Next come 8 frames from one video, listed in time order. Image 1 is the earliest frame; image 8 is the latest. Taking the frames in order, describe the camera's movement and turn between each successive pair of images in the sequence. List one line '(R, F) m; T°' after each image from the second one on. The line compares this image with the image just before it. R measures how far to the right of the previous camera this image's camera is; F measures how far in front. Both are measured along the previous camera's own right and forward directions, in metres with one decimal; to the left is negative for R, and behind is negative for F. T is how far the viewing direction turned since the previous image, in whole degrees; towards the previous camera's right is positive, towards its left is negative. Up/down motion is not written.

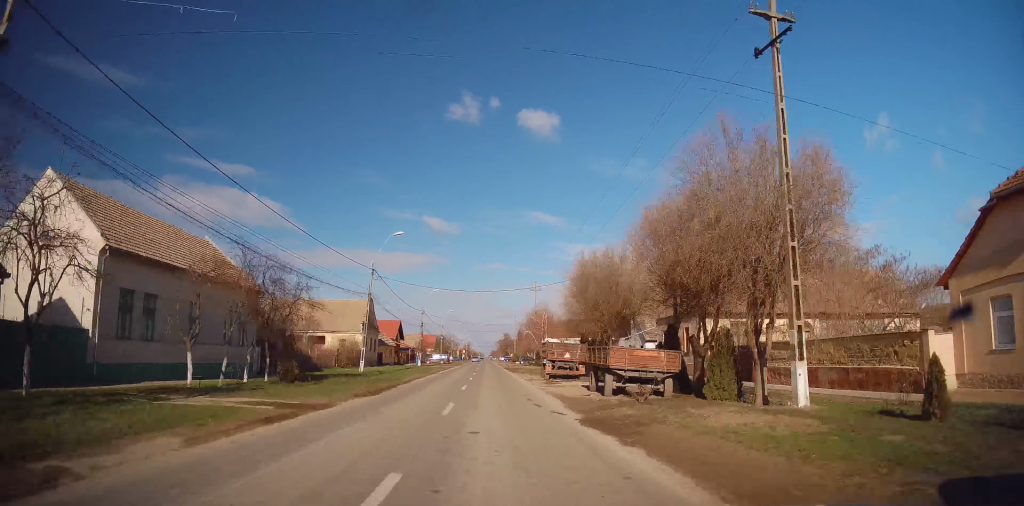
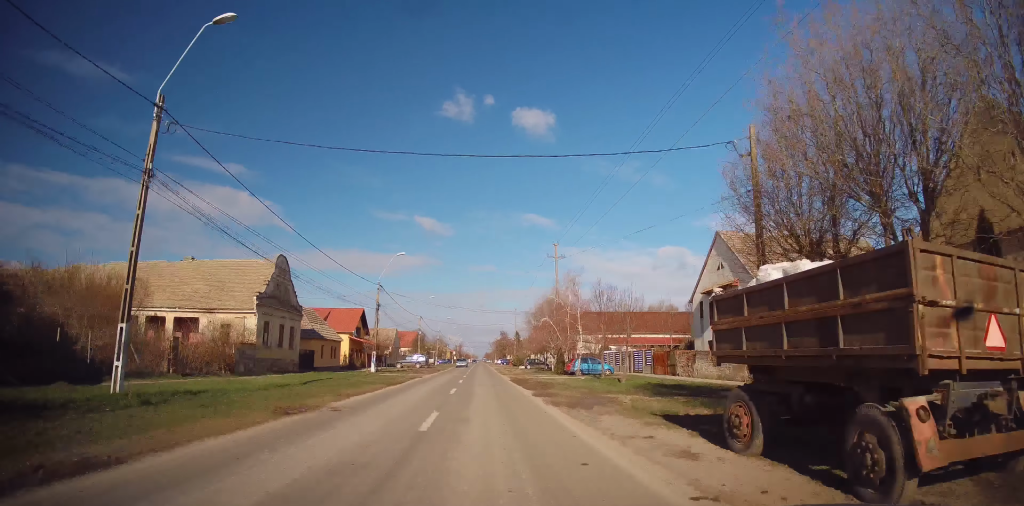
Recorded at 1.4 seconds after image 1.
(+0.3, +28.6) m; +1°
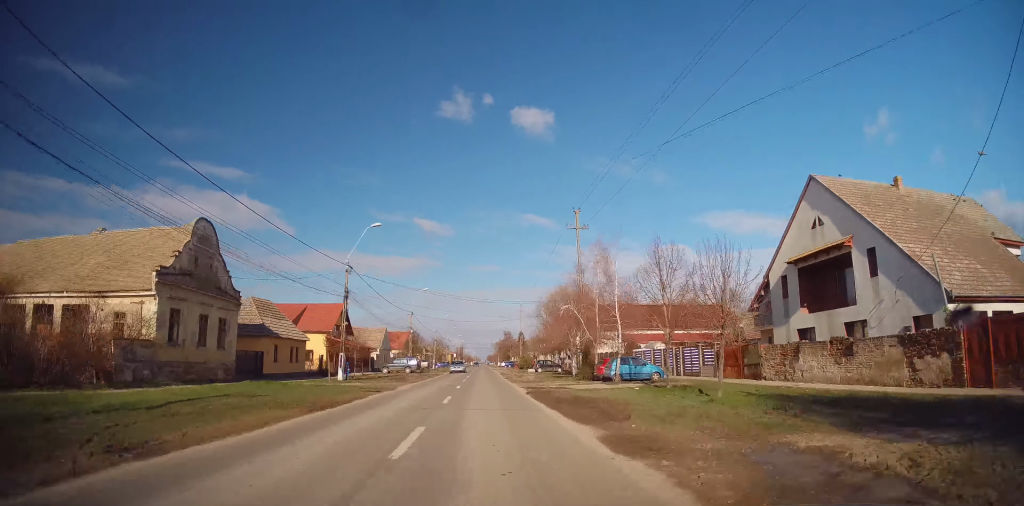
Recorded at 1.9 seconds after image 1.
(0.0, +11.8) m; 0°
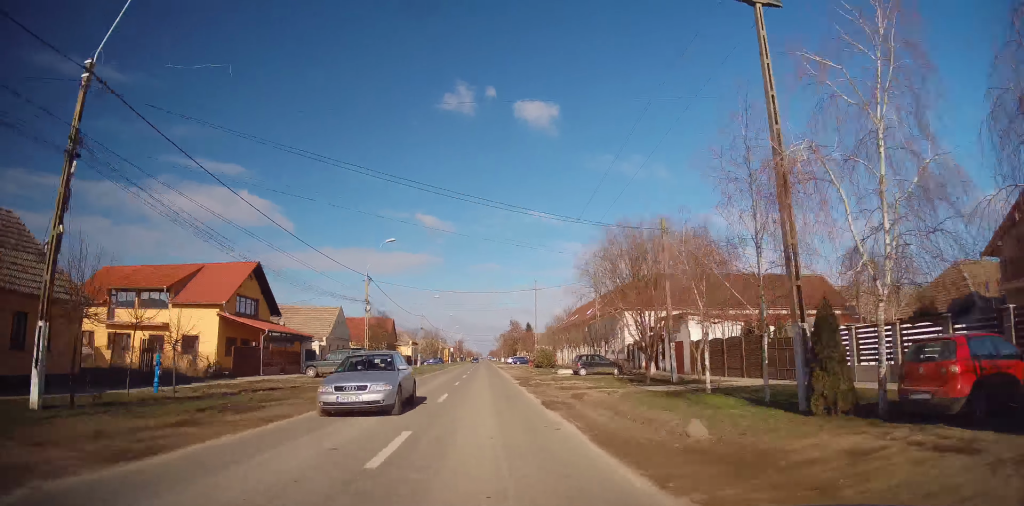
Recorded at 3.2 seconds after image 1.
(-0.1, +27.1) m; -1°
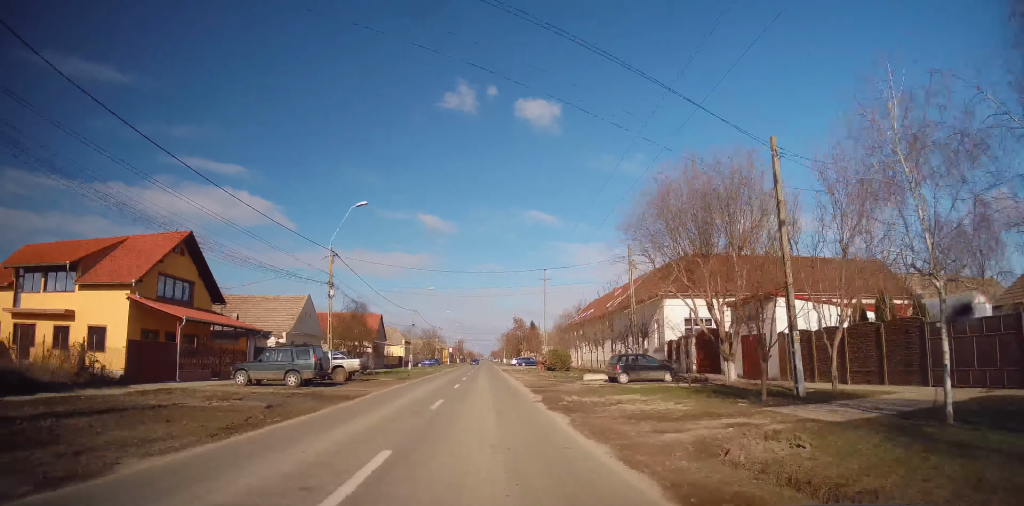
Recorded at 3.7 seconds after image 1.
(-0.1, +10.5) m; 0°
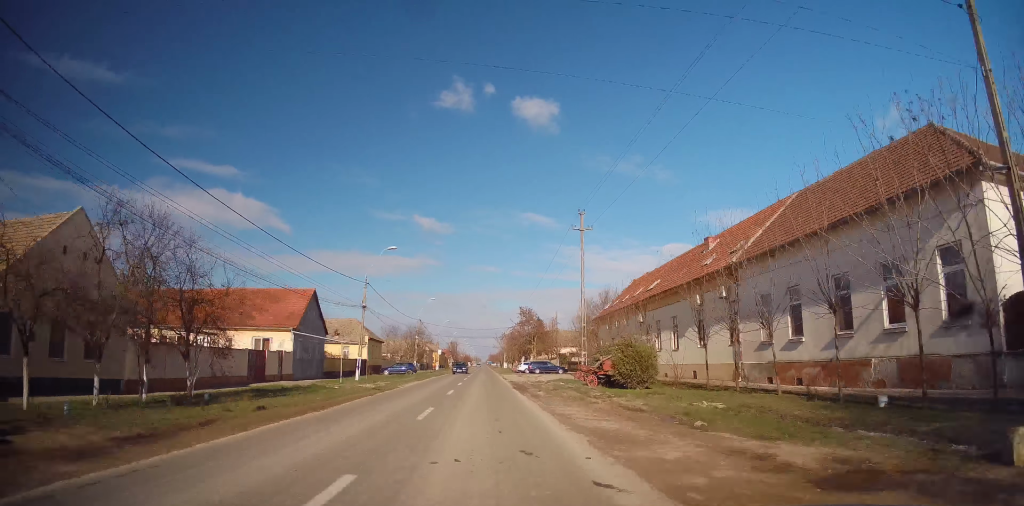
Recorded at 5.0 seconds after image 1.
(+0.2, +27.7) m; 0°
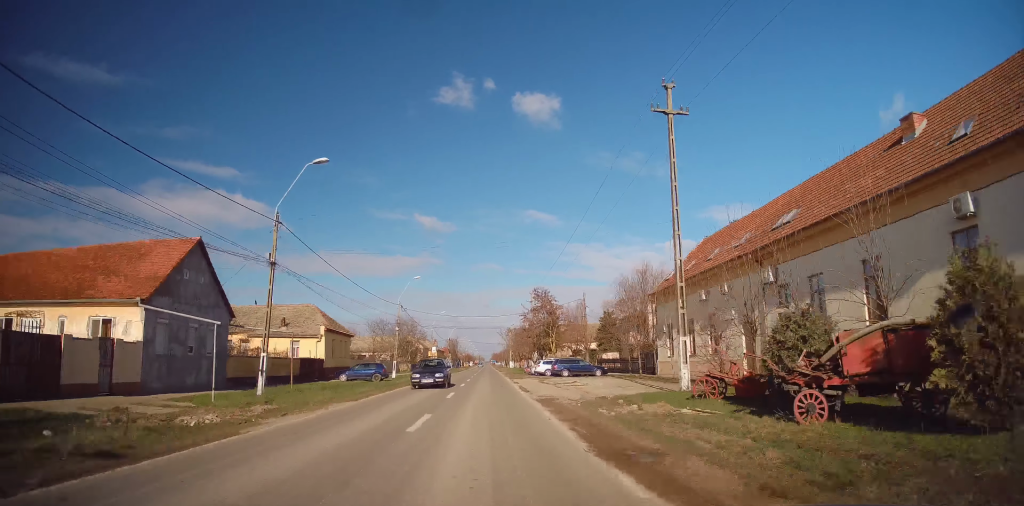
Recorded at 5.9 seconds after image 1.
(-0.3, +19.3) m; 0°
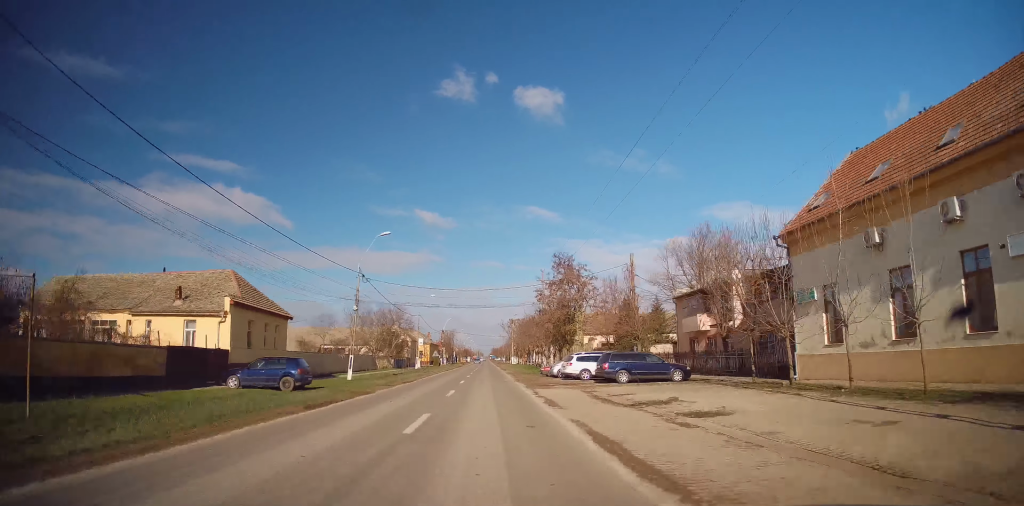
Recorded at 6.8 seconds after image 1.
(+0.1, +17.9) m; 0°
